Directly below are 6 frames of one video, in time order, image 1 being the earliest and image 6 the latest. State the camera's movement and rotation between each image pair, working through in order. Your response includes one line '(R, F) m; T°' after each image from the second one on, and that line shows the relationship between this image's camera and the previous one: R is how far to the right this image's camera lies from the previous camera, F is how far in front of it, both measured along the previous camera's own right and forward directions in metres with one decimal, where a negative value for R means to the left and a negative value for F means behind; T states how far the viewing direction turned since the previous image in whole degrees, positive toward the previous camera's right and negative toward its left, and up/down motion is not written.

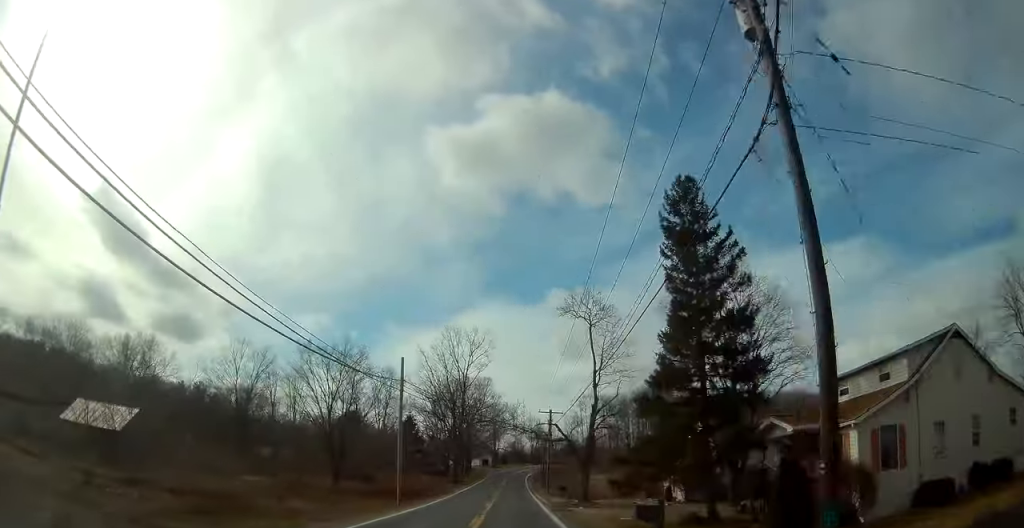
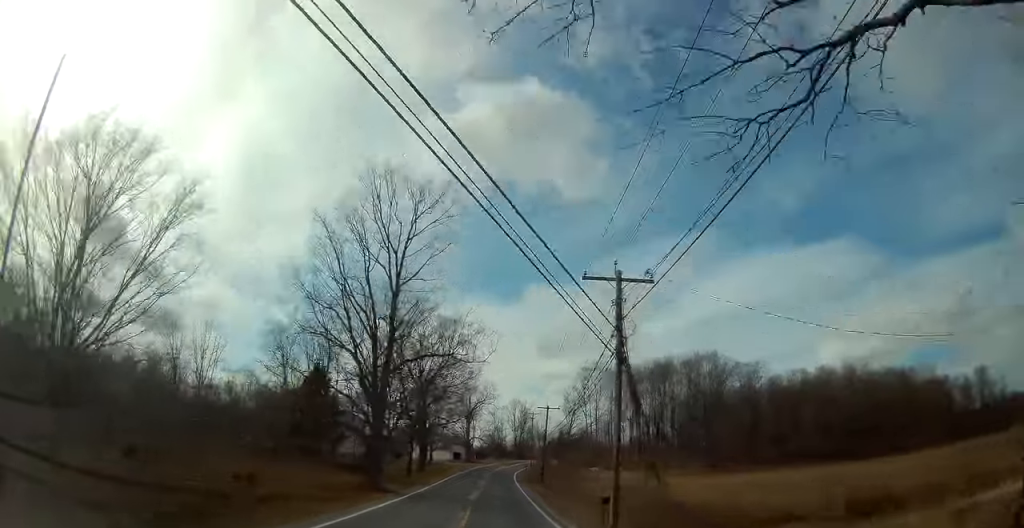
(+0.2, +39.1) m; +1°
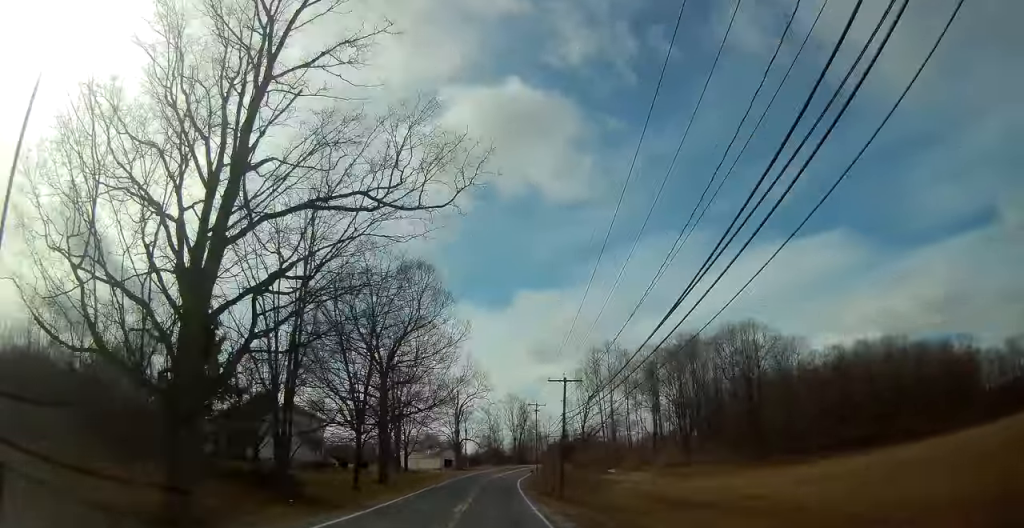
(+0.3, +20.9) m; 0°
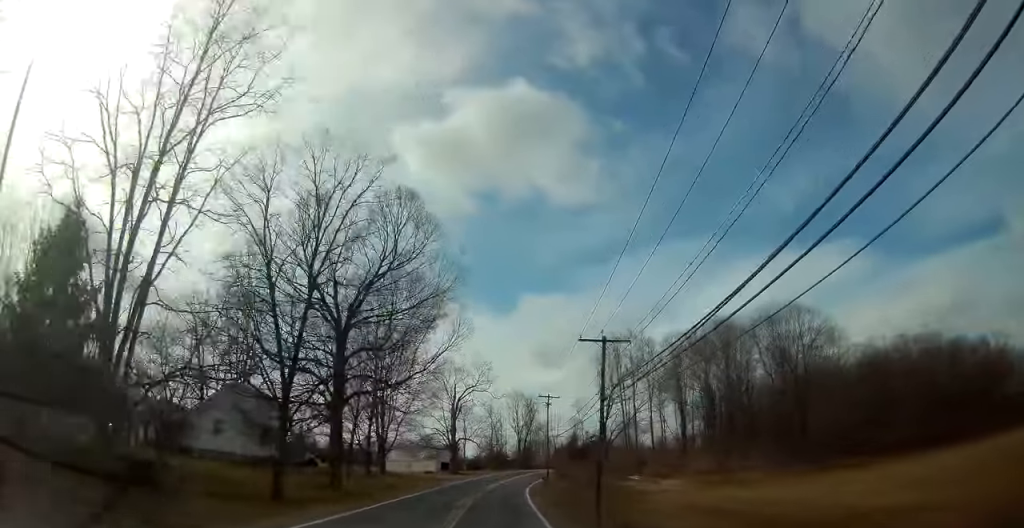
(-0.2, +14.1) m; 0°
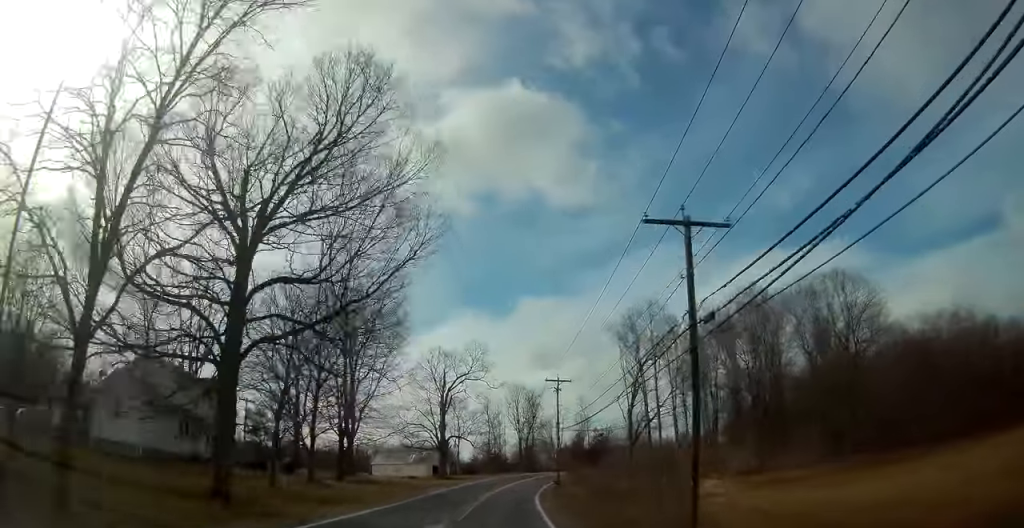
(+0.1, +13.4) m; +1°
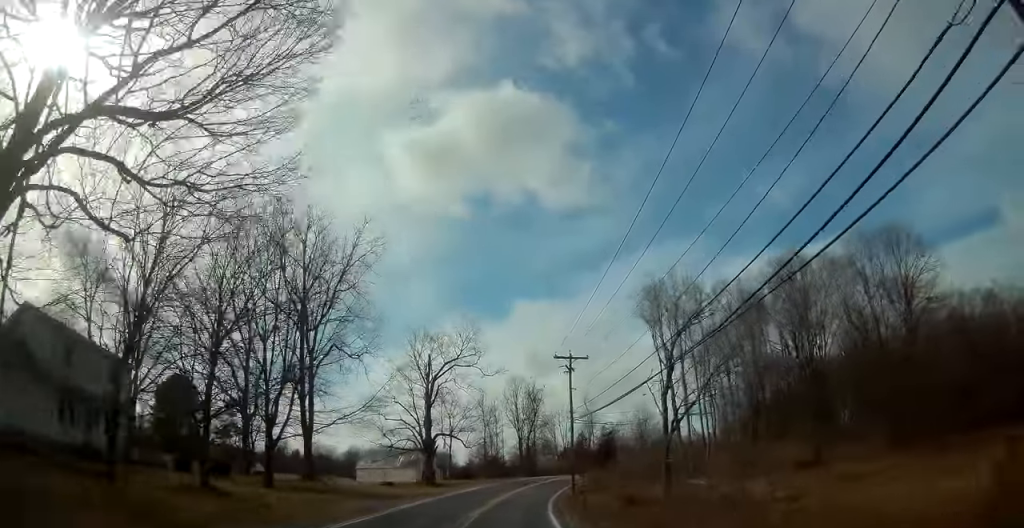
(+0.1, +12.0) m; +1°
